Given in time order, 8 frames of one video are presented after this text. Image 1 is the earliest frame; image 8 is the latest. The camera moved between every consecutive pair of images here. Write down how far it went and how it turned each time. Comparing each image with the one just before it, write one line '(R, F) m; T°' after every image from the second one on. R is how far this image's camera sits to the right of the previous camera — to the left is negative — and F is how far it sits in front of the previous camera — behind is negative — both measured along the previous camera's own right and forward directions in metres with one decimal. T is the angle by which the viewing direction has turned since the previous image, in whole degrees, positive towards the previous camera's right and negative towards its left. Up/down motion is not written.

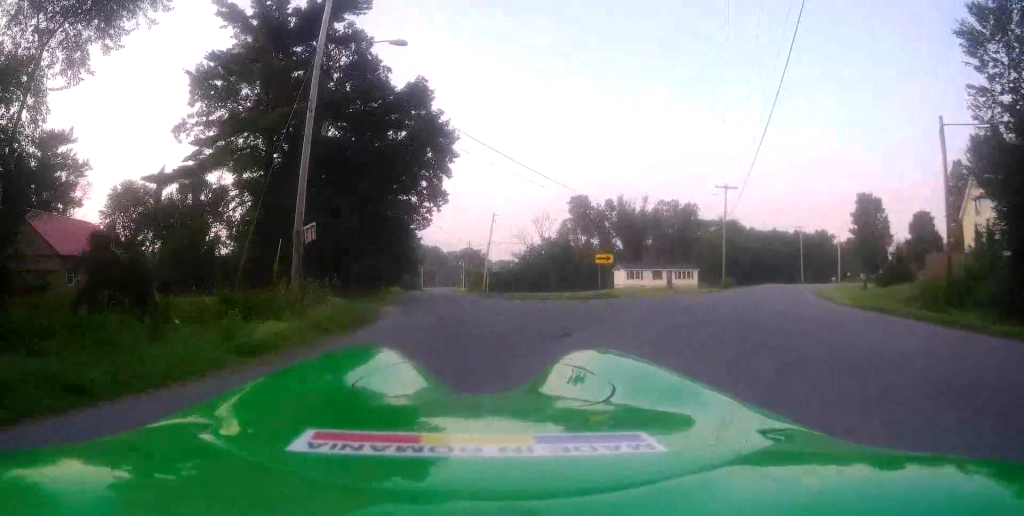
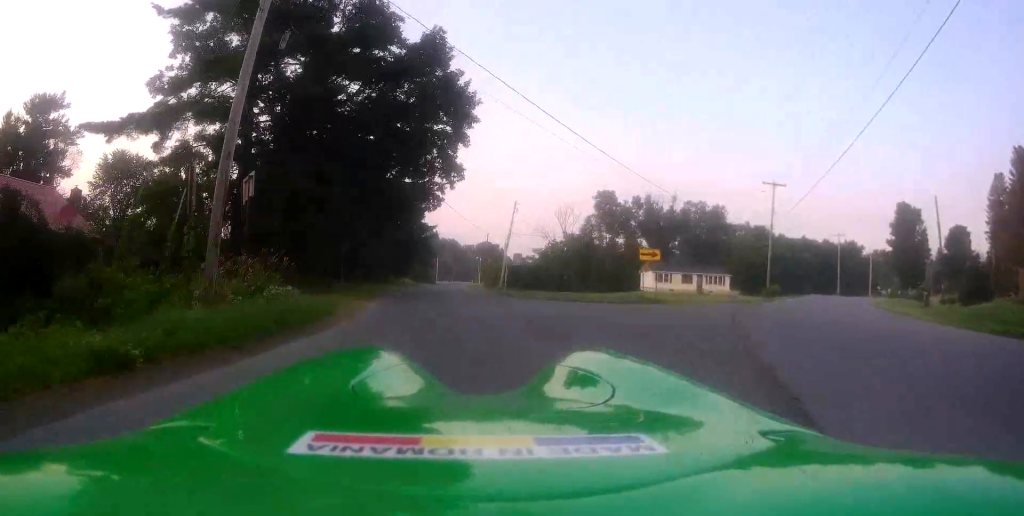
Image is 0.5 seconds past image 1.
(+0.2, +6.4) m; -3°
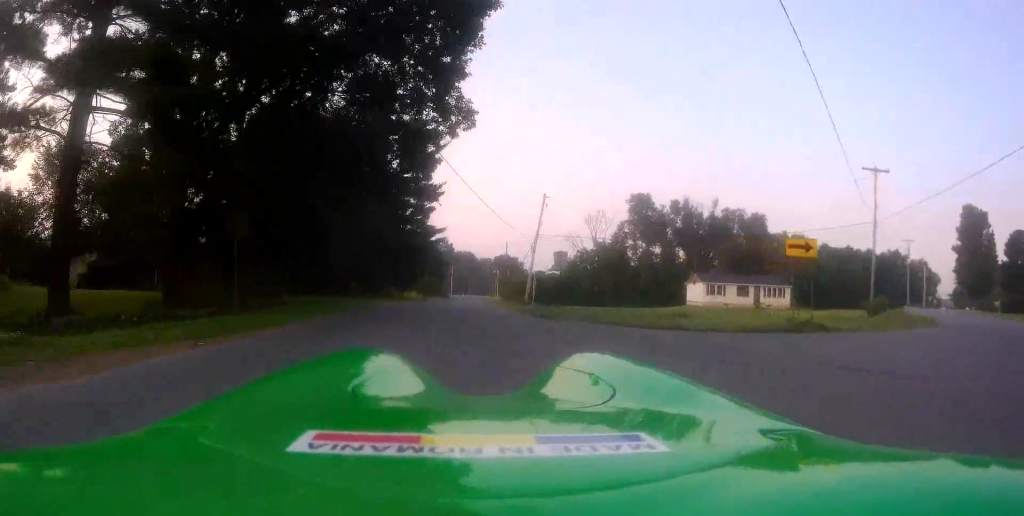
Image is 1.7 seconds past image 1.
(-1.0, +13.5) m; -3°
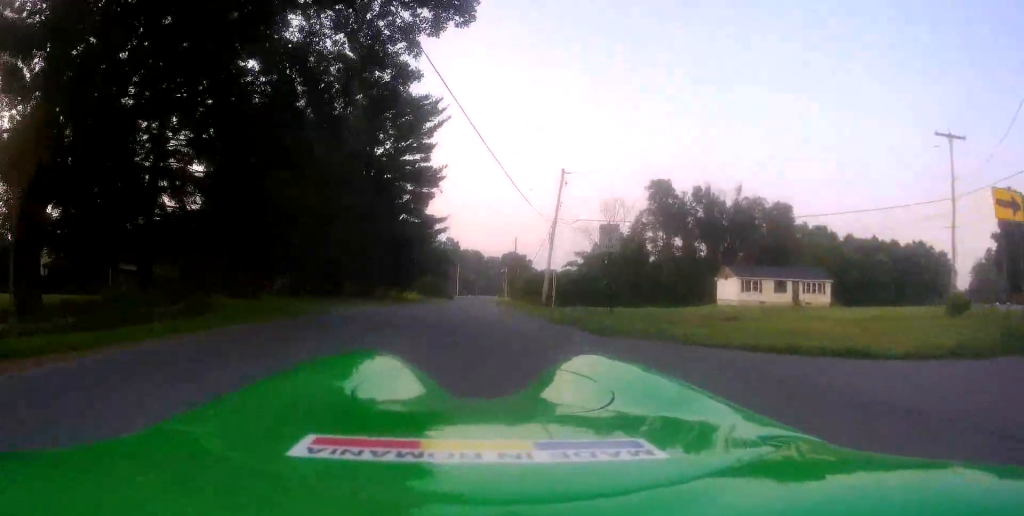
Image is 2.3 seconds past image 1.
(+0.4, +8.2) m; 0°
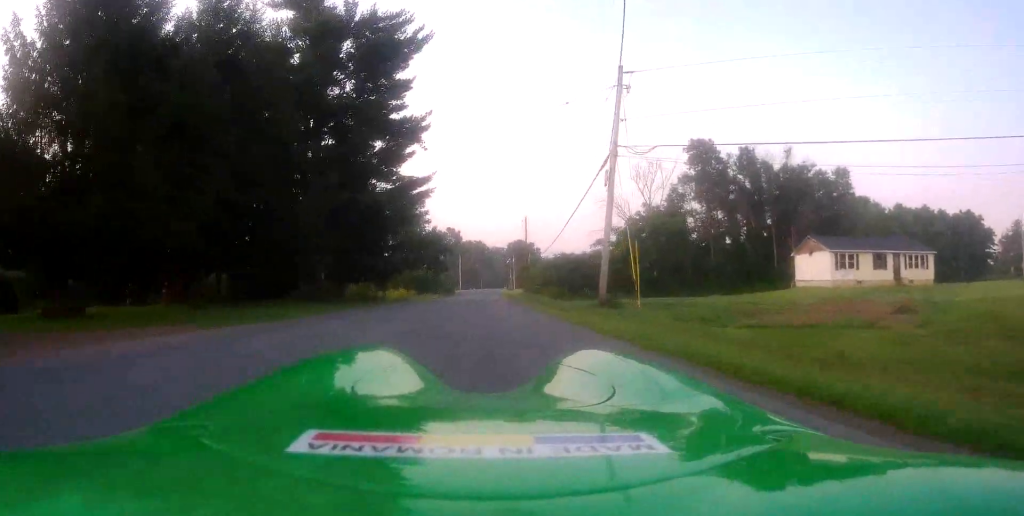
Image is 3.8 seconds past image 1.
(-0.6, +18.2) m; -3°
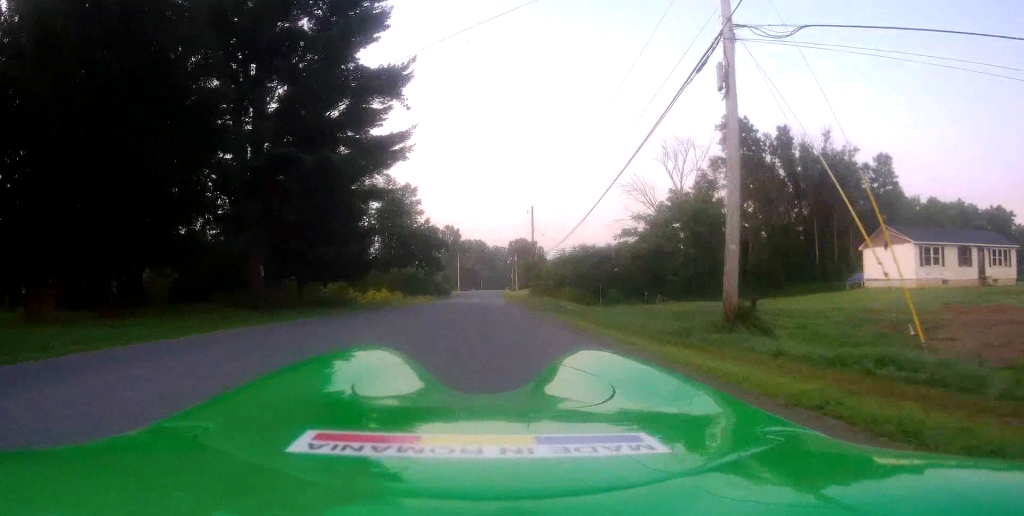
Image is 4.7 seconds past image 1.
(+0.1, +11.6) m; 0°
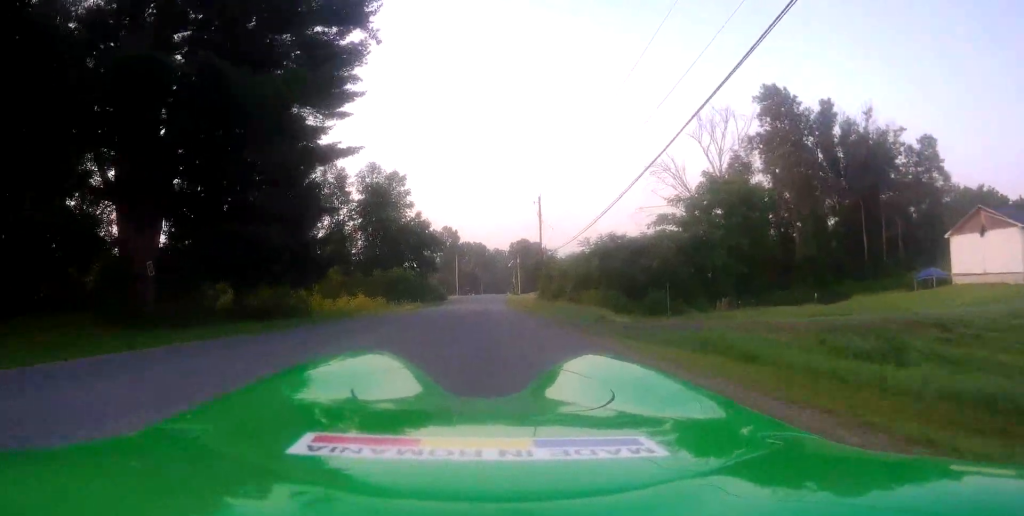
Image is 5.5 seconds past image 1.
(-0.2, +10.5) m; 0°
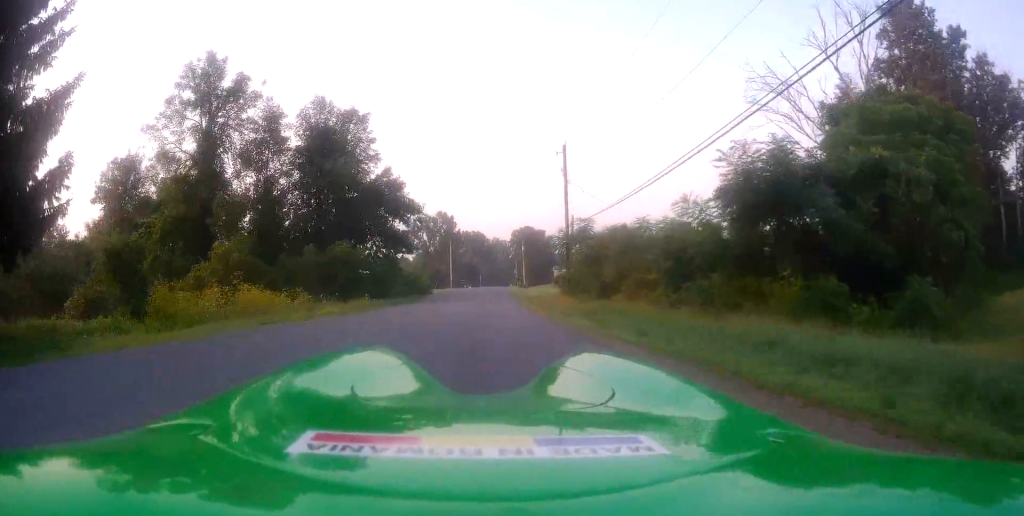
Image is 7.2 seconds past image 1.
(+0.2, +21.8) m; +1°
